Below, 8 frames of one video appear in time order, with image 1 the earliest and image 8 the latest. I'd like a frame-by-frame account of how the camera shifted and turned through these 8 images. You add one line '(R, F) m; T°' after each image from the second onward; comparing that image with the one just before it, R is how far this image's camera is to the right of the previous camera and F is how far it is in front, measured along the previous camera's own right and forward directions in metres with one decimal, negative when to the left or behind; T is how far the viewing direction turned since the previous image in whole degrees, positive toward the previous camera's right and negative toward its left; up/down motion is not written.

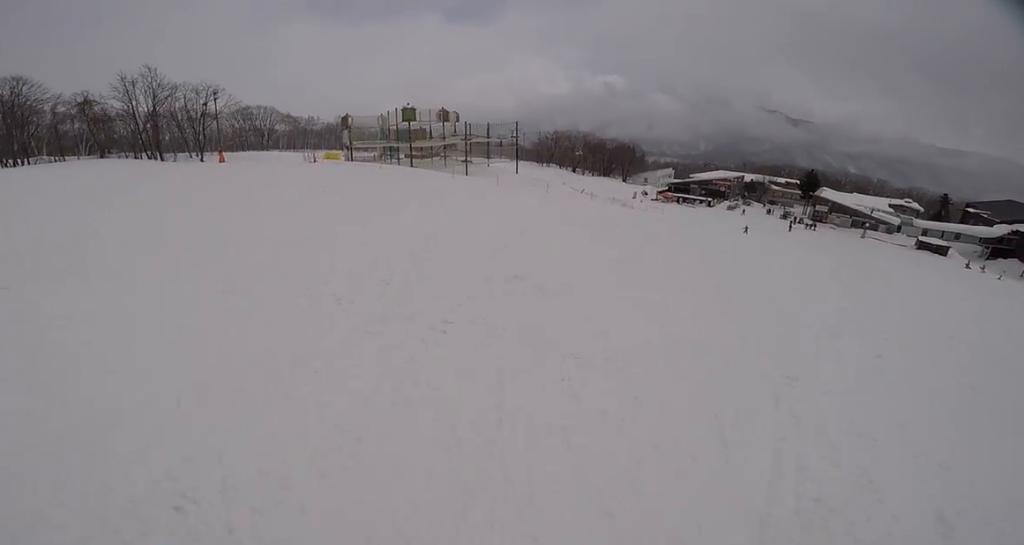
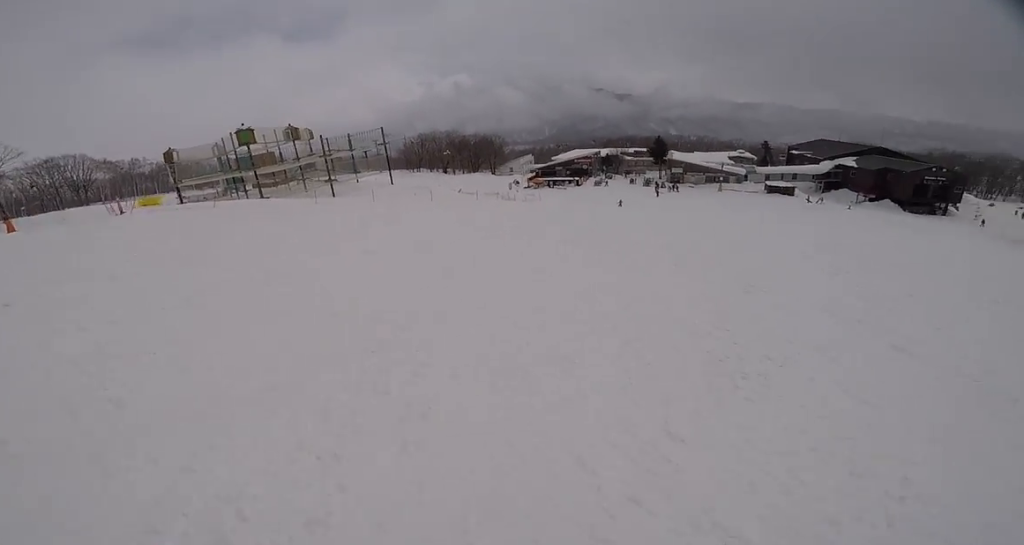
(+0.6, +6.4) m; +21°
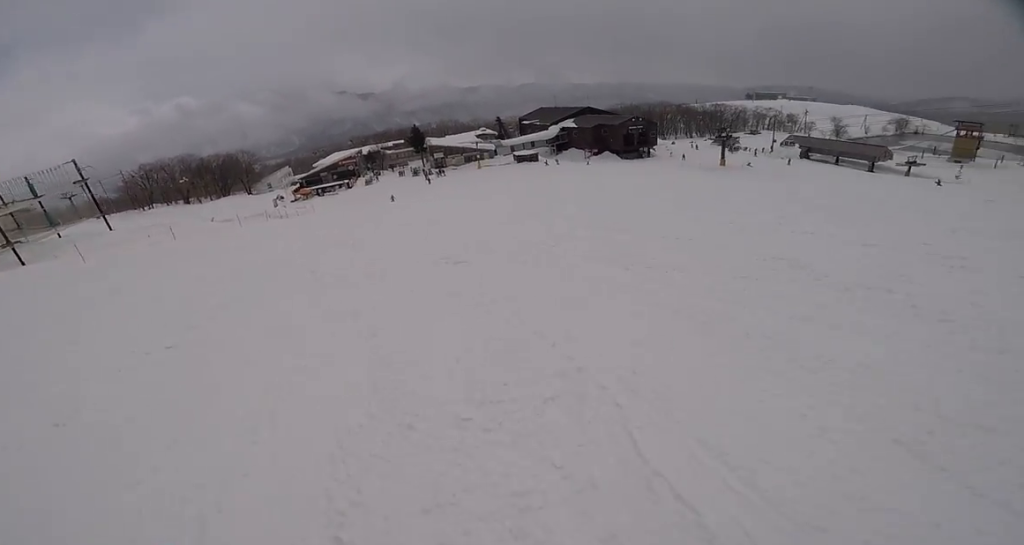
(+1.5, +5.9) m; +26°
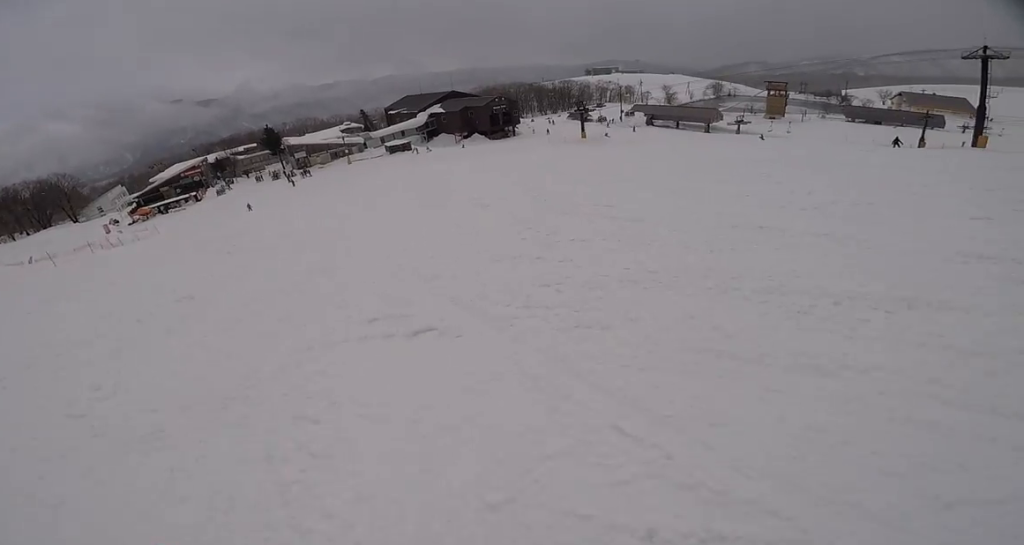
(+1.0, +4.2) m; +8°
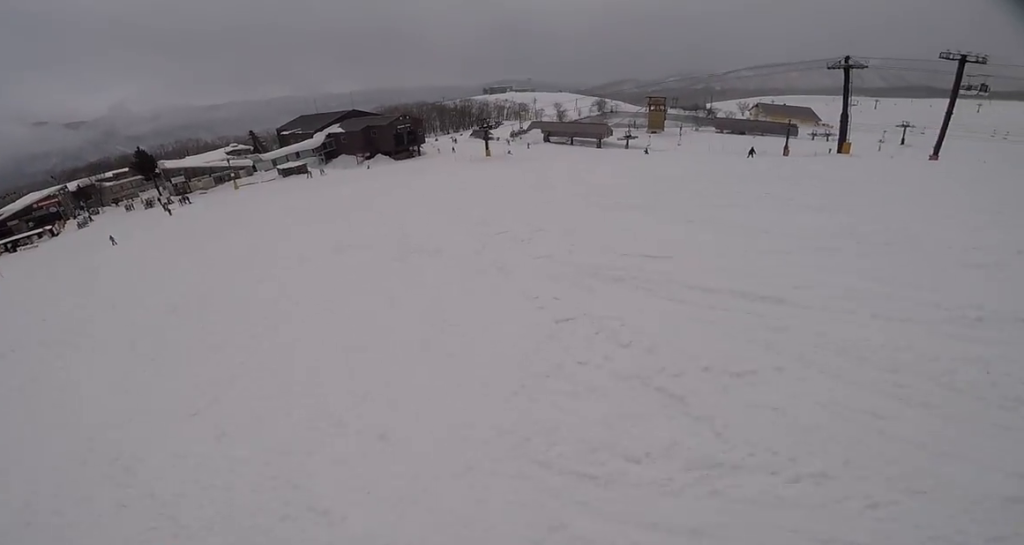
(+0.1, +4.3) m; -4°
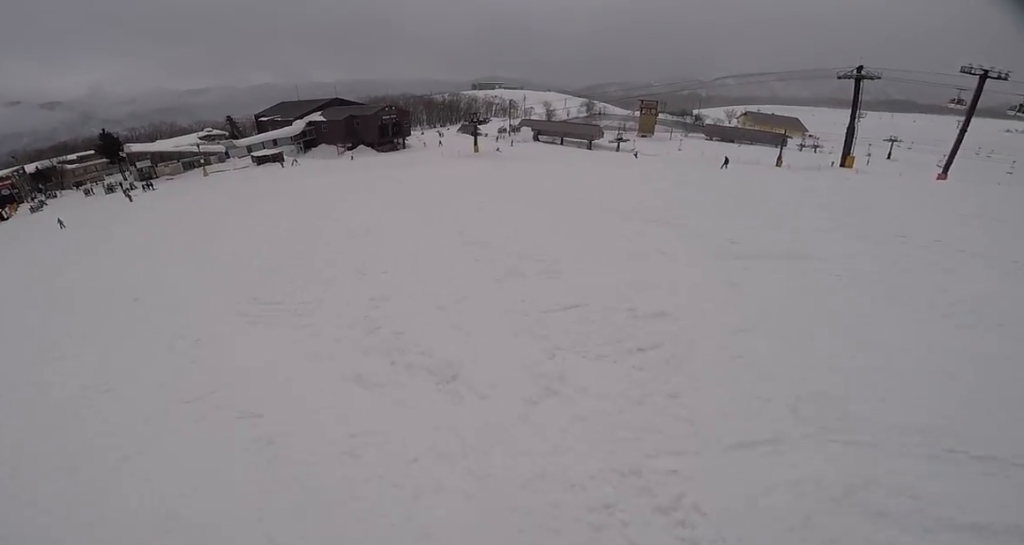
(+0.2, +4.3) m; -8°
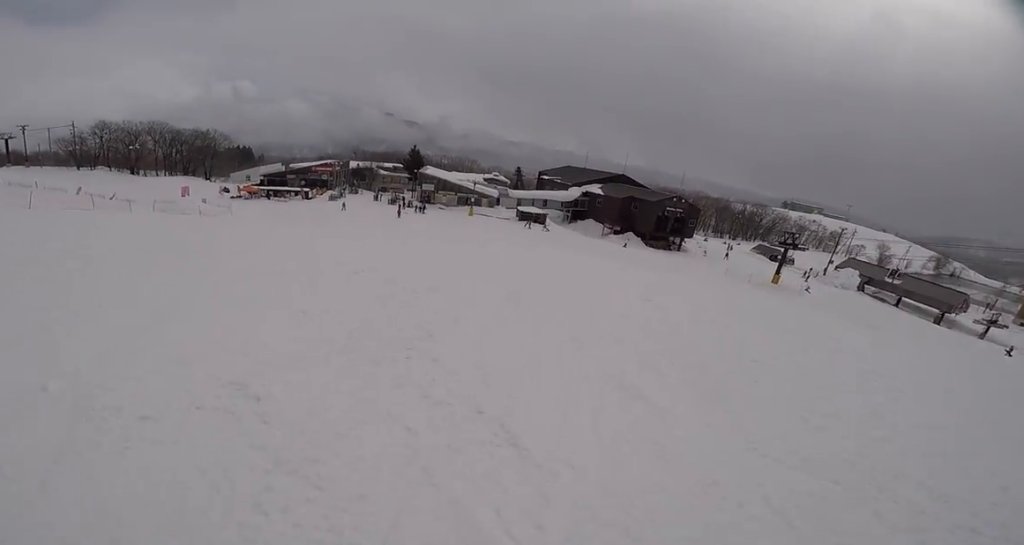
(-2.5, +9.7) m; -20°
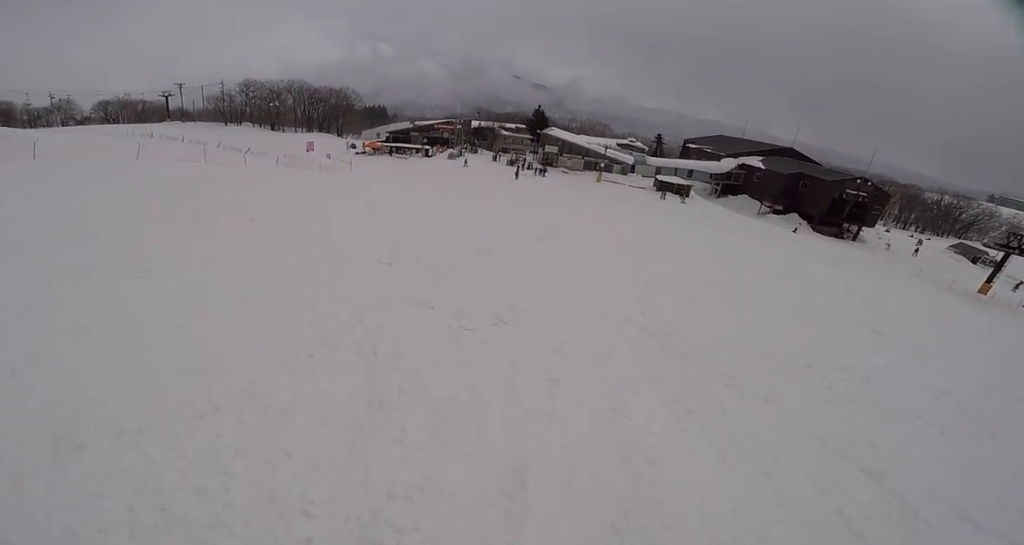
(0.0, +4.1) m; -5°
